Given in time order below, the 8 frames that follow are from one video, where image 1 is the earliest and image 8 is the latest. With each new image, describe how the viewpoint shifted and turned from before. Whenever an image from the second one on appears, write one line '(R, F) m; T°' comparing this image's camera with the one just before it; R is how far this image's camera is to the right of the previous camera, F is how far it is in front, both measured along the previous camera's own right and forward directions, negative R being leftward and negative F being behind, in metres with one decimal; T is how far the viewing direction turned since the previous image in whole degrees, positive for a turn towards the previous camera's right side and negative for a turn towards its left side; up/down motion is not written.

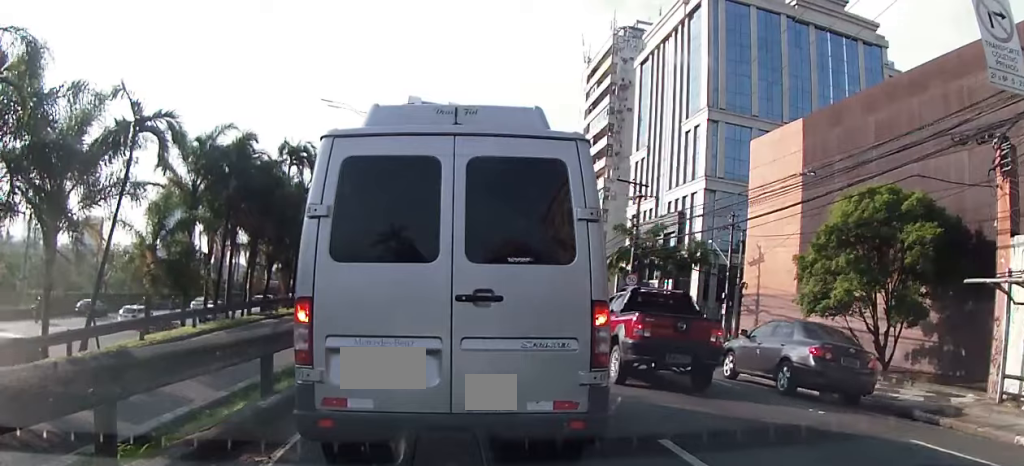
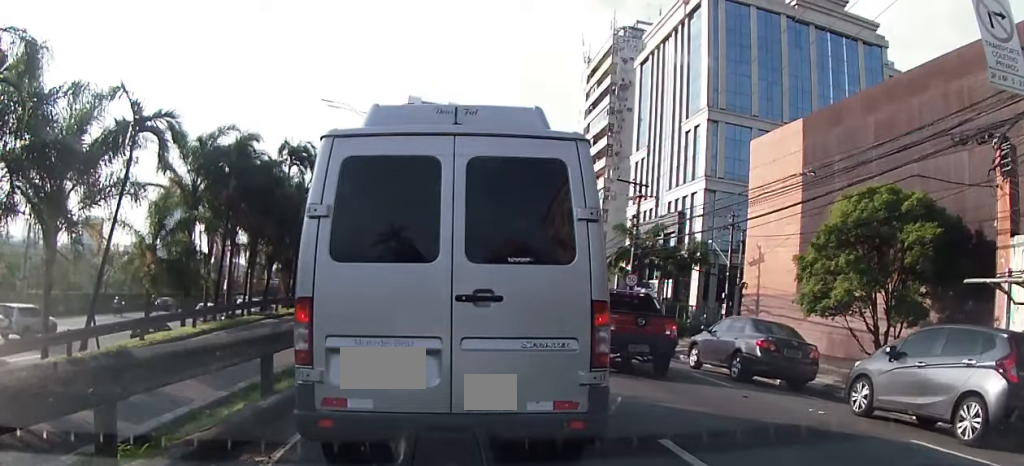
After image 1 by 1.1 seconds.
(0.0, 0.0) m; 0°
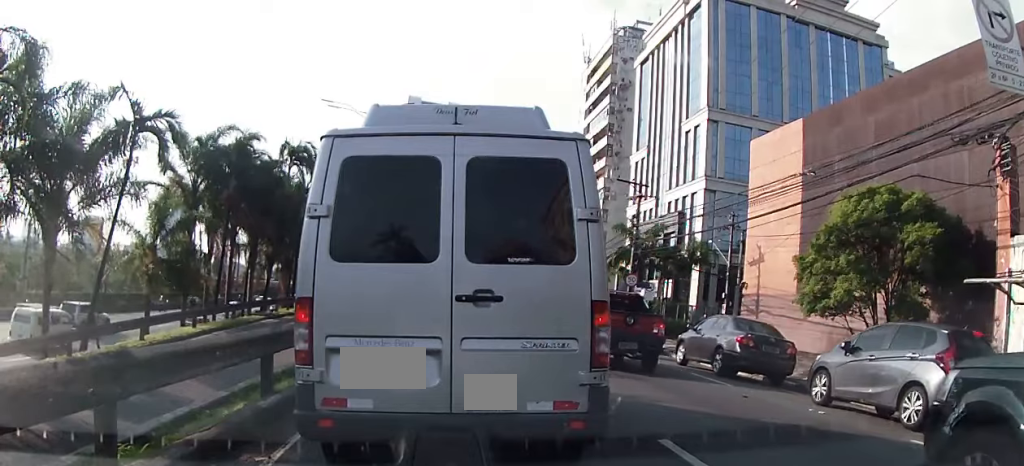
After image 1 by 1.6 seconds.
(0.0, 0.0) m; 0°
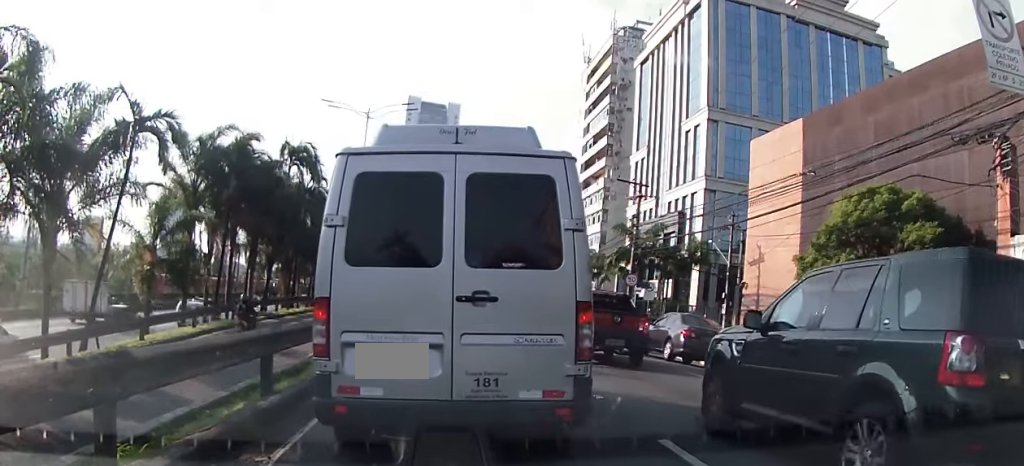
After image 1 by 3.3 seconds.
(+0.3, +0.7) m; 0°
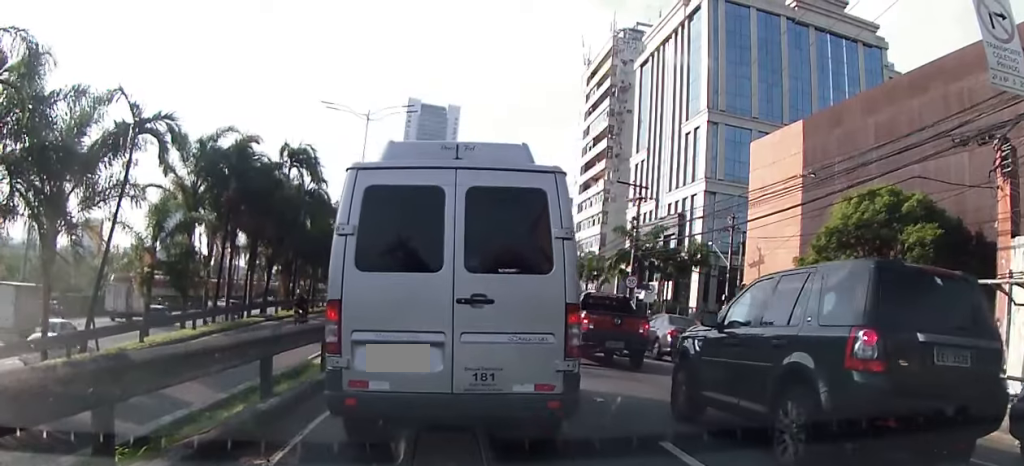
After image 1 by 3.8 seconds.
(0.0, +0.2) m; 0°
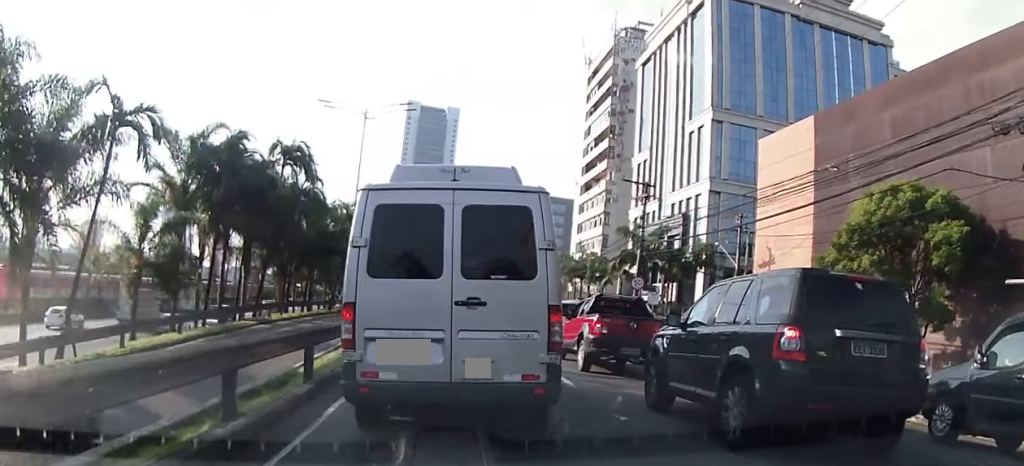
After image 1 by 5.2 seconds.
(-0.2, +0.6) m; 0°
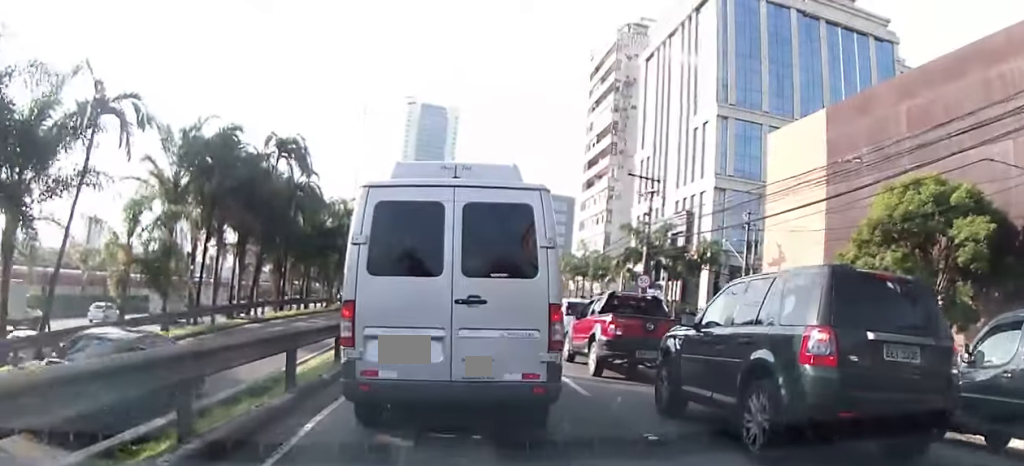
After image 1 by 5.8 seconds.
(-0.1, +0.3) m; 0°
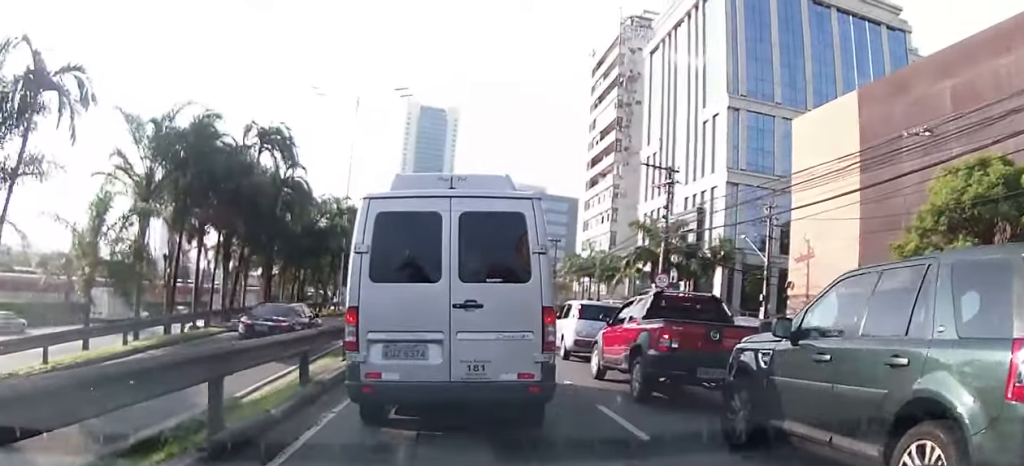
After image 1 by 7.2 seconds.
(-0.2, +1.7) m; -2°
